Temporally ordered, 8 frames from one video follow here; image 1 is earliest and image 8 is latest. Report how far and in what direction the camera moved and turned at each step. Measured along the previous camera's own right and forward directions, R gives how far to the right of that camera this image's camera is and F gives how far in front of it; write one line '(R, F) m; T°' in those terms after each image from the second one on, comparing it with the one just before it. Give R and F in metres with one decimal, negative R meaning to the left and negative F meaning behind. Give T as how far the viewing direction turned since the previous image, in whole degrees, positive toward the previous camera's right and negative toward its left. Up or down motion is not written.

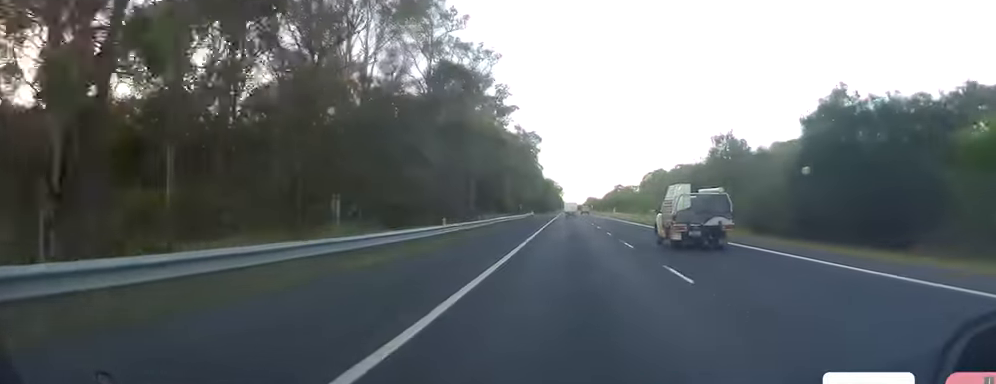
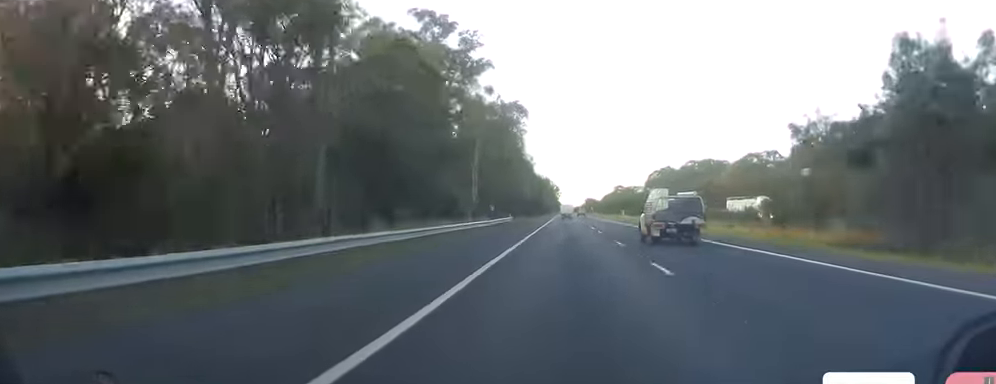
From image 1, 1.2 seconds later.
(-0.7, +34.5) m; -1°
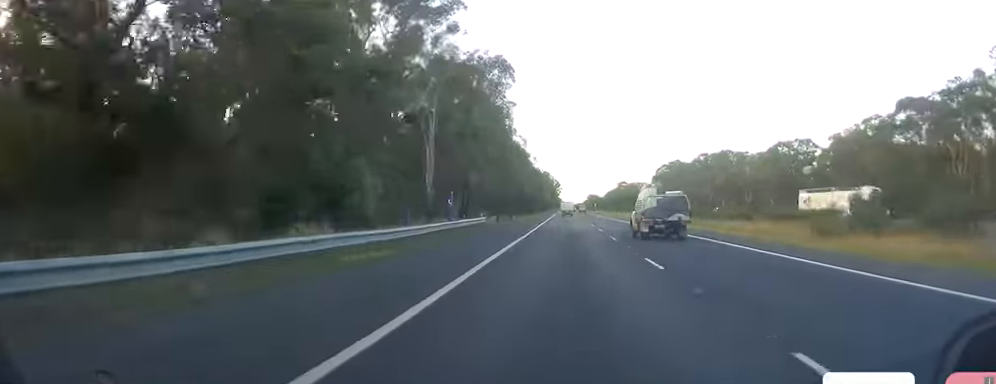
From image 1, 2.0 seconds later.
(+0.1, +23.0) m; 0°
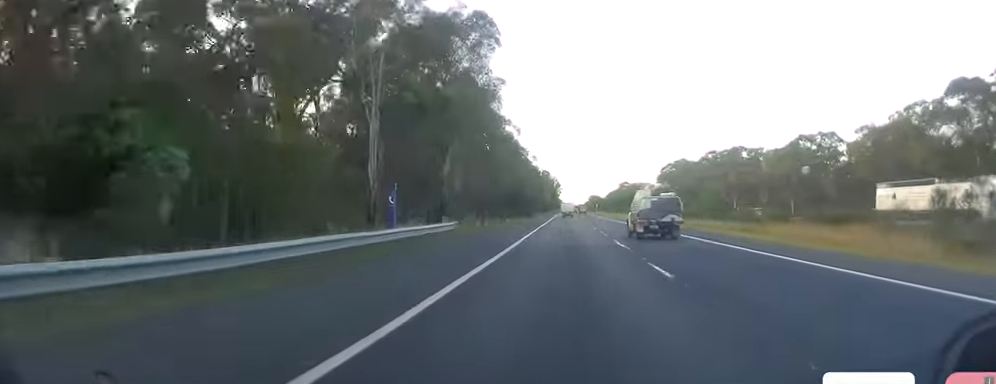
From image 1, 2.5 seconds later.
(+0.1, +13.4) m; 0°
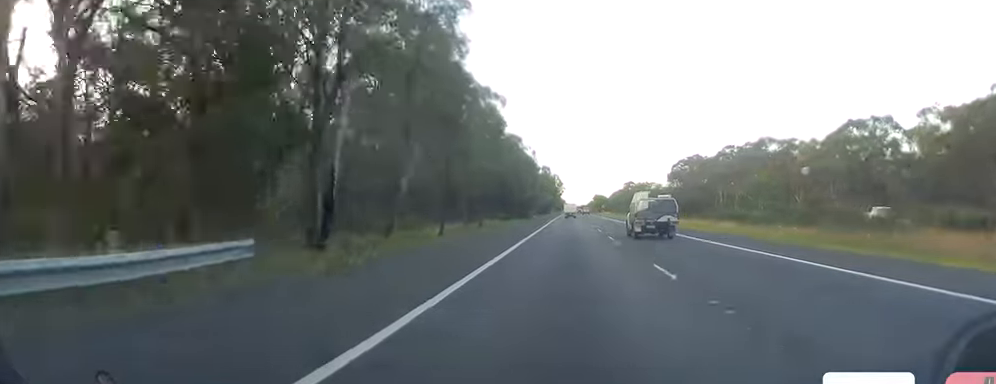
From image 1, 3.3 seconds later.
(-0.1, +22.8) m; 0°
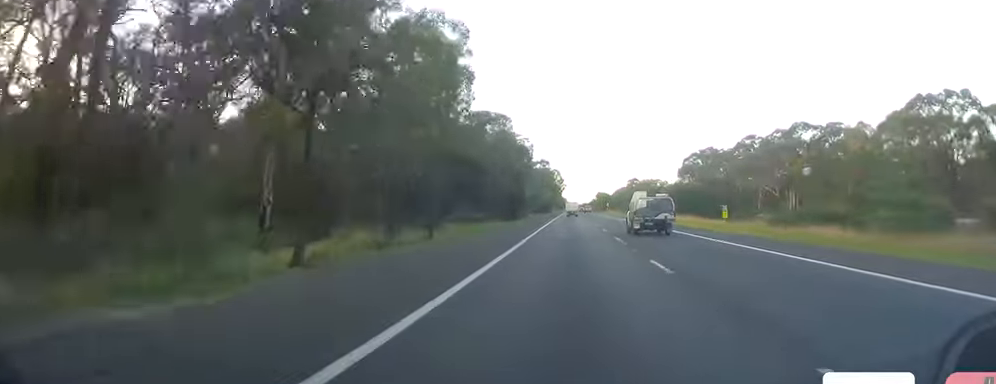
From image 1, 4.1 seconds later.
(+0.1, +22.8) m; 0°
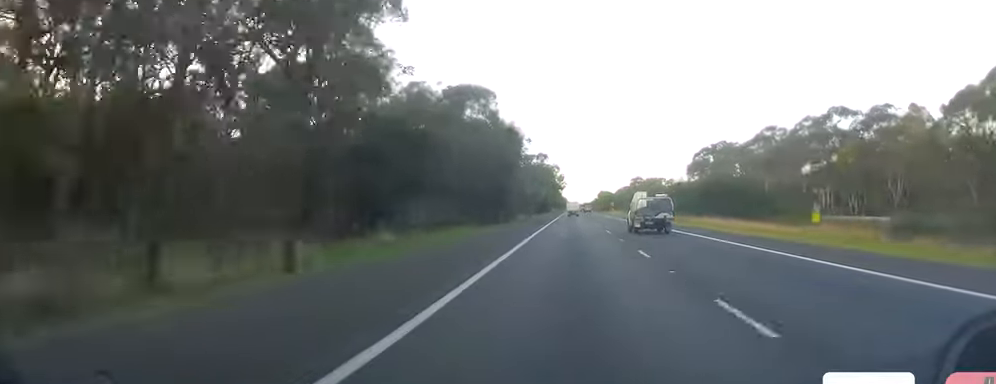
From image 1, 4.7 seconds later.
(+0.1, +19.0) m; 0°
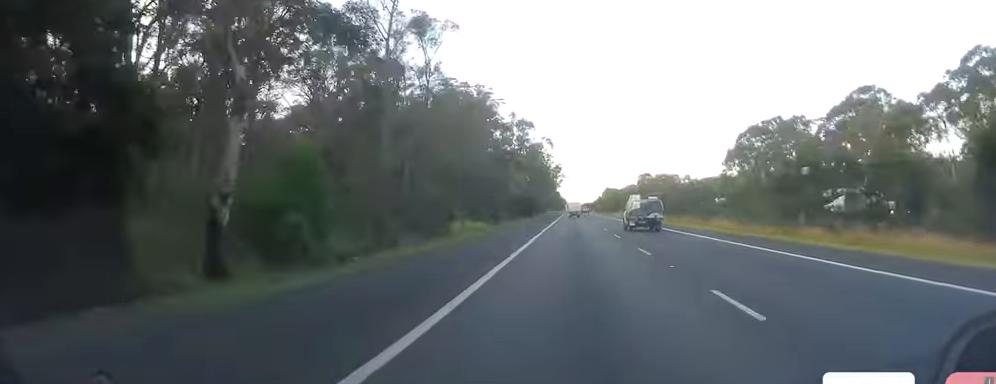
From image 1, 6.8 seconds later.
(-0.6, +58.0) m; 0°
